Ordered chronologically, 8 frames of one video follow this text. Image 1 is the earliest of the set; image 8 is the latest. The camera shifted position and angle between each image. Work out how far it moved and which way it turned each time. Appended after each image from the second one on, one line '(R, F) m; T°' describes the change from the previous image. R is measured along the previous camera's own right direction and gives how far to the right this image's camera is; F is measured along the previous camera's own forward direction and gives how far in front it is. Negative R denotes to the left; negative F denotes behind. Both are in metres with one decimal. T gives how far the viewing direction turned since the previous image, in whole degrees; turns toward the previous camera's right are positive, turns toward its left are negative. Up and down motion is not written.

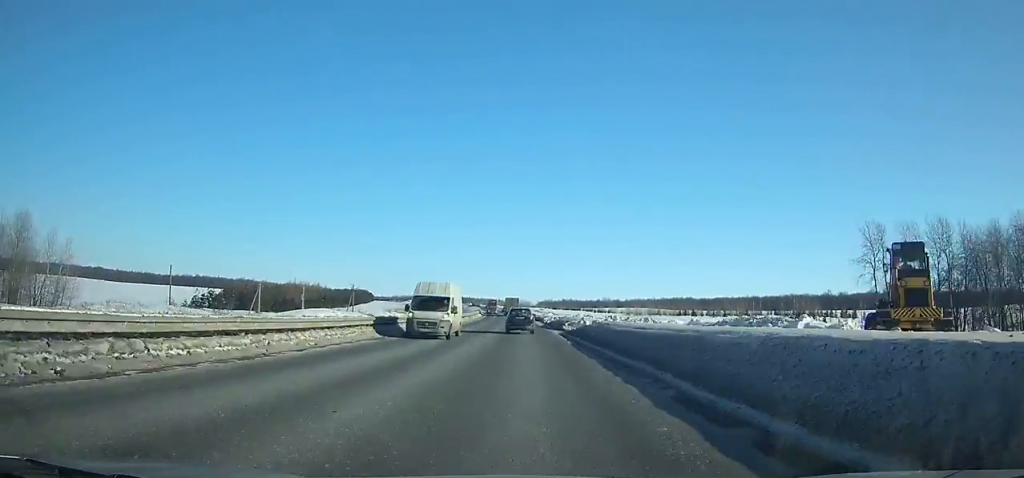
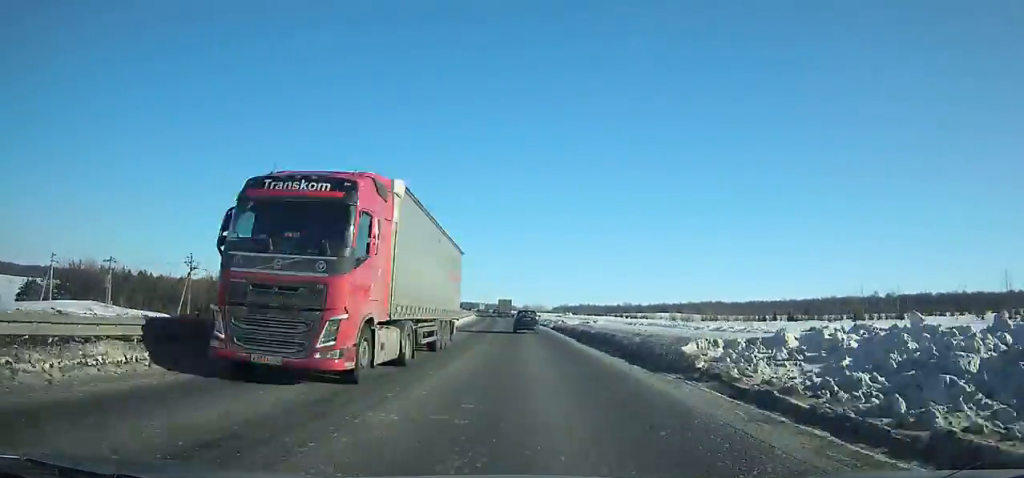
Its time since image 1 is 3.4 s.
(-1.1, +67.5) m; -1°
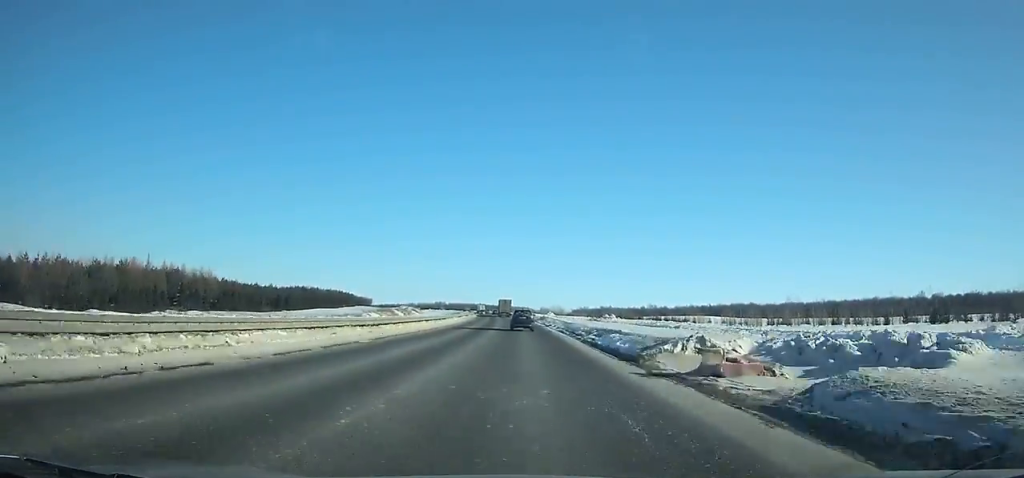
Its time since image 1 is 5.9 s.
(-0.2, +48.8) m; -1°
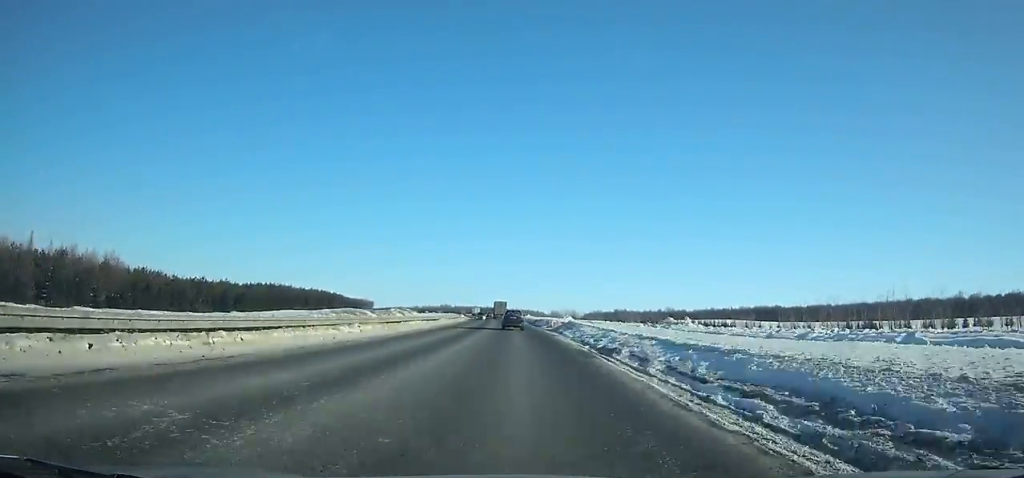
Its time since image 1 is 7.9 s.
(-0.7, +39.3) m; -1°
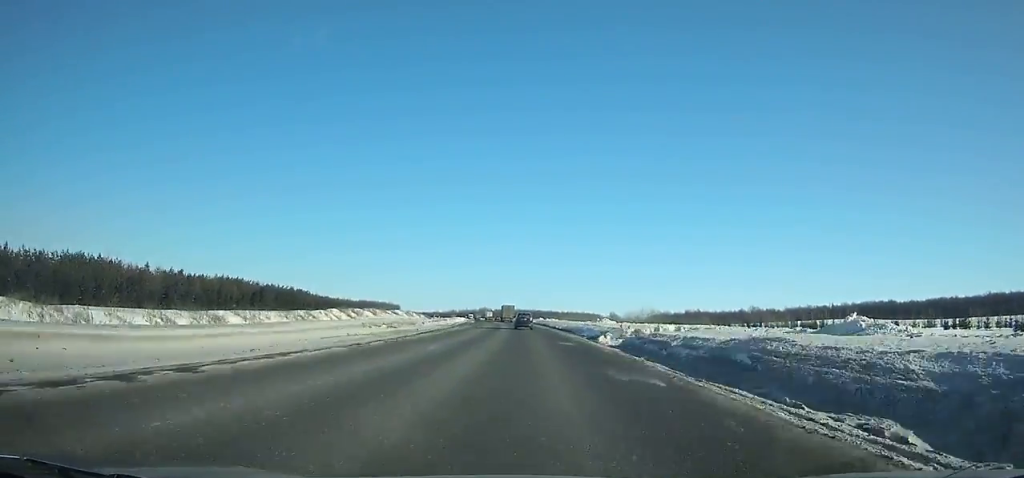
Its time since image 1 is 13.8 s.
(-4.8, +122.5) m; -4°
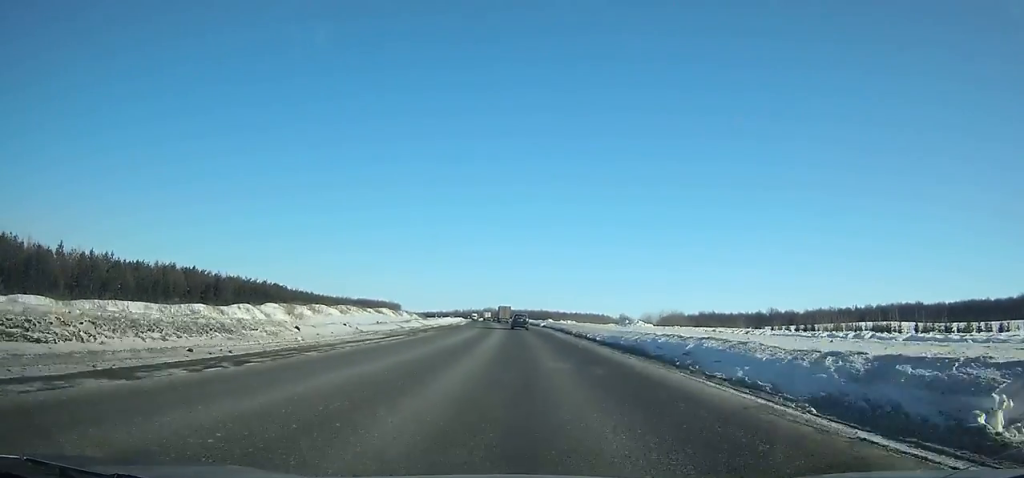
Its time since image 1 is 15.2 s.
(0.0, +29.9) m; -1°
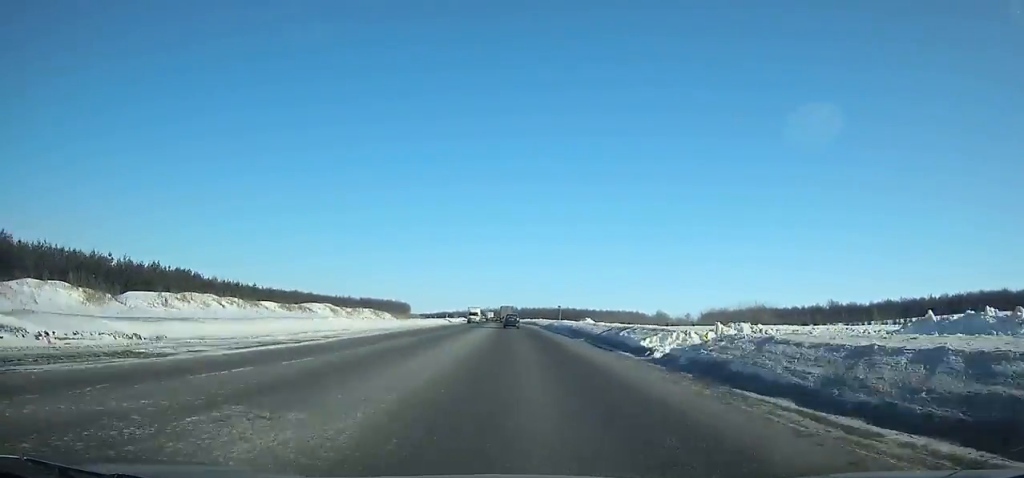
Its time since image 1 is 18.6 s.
(-1.8, +72.4) m; -3°
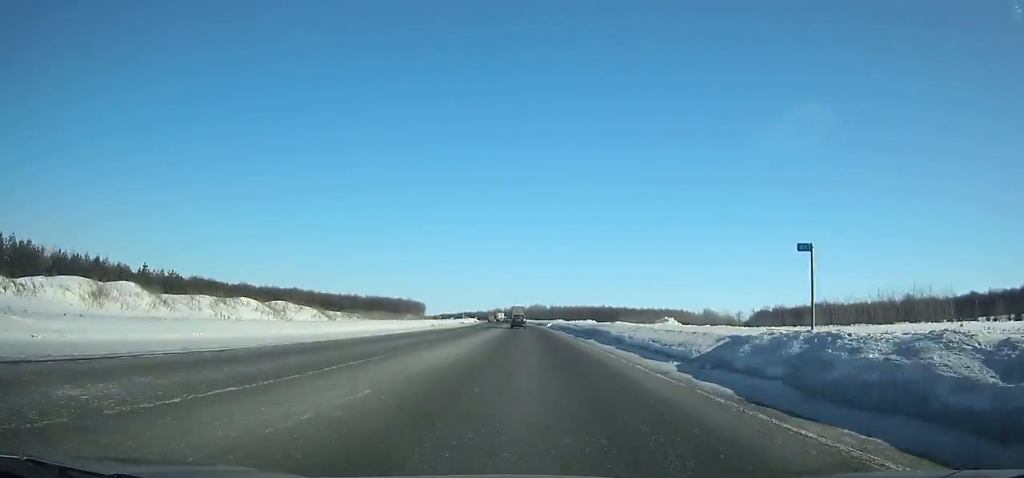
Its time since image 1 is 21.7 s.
(-1.2, +65.7) m; -2°
